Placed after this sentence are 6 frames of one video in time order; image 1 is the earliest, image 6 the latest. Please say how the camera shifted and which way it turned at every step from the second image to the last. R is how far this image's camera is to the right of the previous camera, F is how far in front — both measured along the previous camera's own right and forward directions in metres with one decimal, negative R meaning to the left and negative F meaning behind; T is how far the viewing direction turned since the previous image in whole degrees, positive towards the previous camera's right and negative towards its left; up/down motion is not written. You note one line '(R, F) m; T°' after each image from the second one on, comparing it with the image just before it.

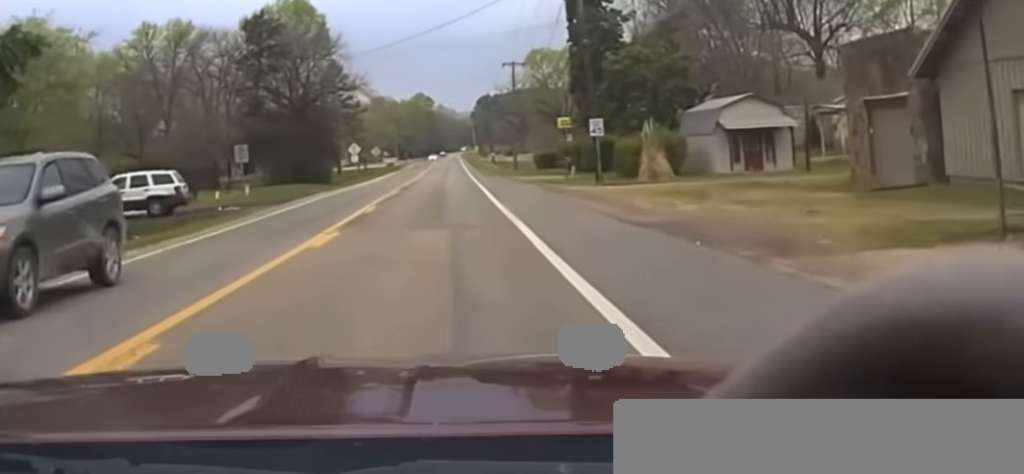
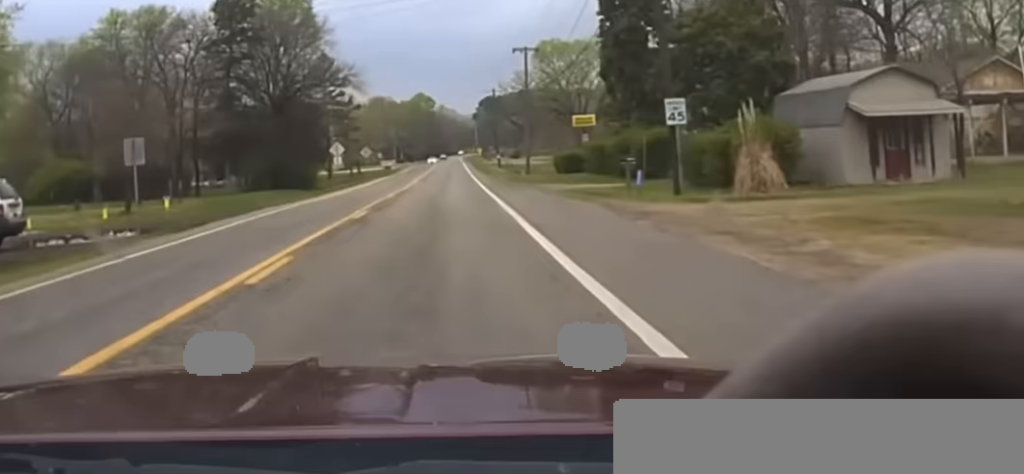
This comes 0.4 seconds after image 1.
(+0.1, +17.0) m; 0°
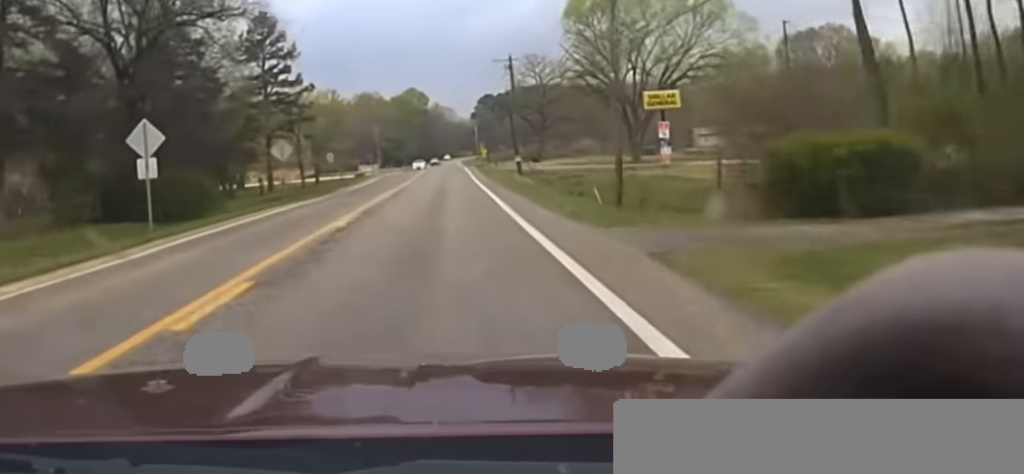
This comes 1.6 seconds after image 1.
(+0.1, +49.3) m; 0°
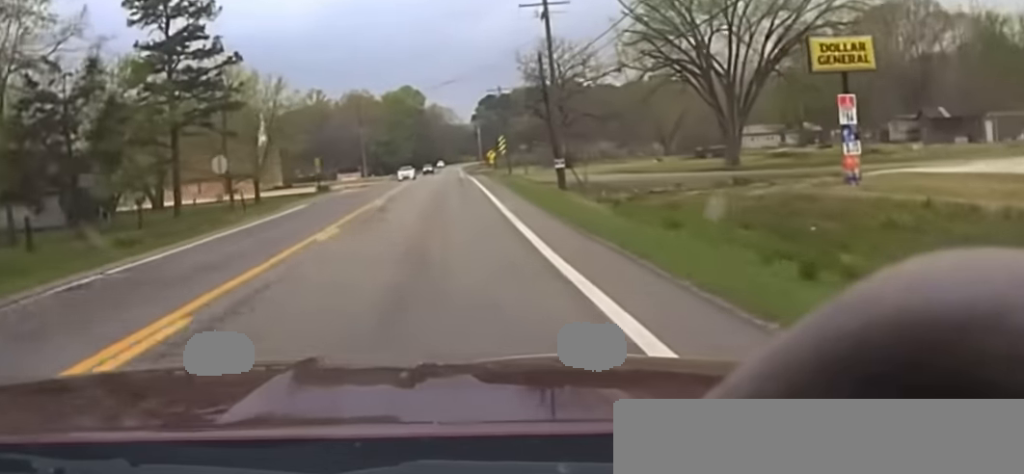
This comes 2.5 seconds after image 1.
(0.0, +35.7) m; 0°
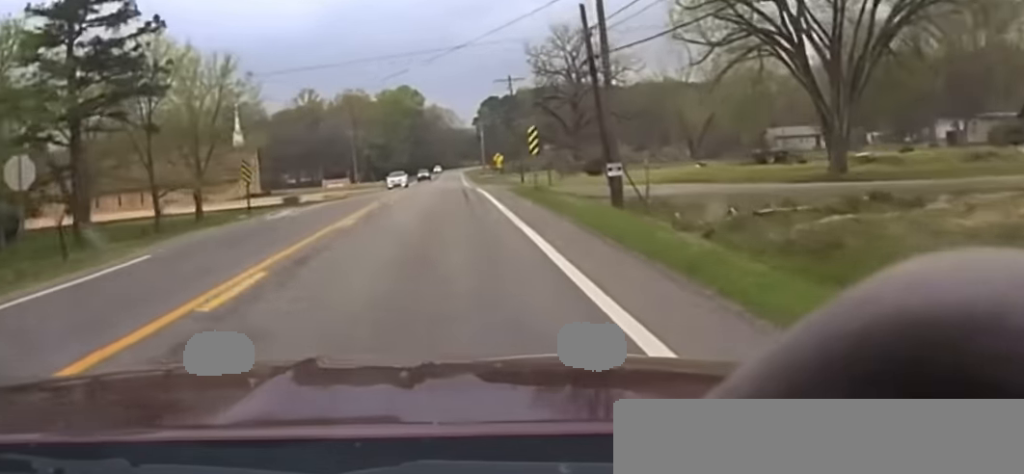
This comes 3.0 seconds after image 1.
(+0.1, +18.6) m; 0°
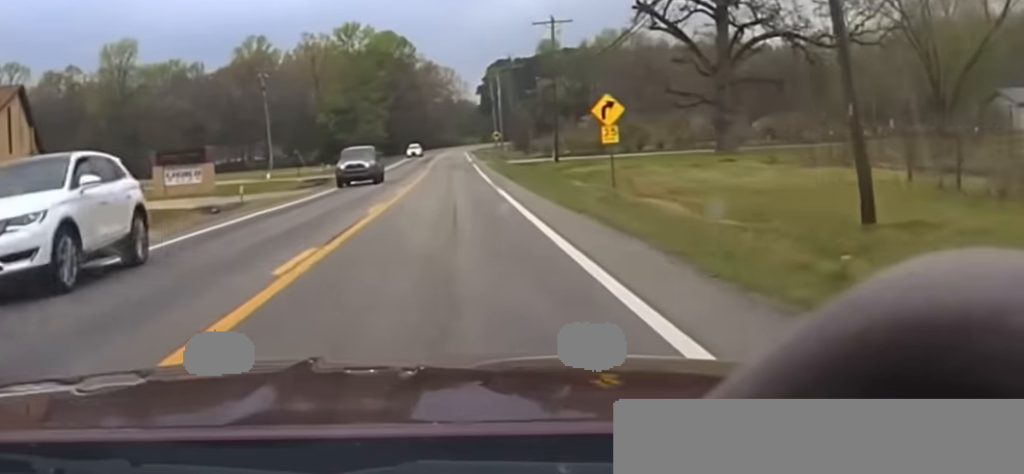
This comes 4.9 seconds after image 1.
(-0.1, +78.9) m; 0°
